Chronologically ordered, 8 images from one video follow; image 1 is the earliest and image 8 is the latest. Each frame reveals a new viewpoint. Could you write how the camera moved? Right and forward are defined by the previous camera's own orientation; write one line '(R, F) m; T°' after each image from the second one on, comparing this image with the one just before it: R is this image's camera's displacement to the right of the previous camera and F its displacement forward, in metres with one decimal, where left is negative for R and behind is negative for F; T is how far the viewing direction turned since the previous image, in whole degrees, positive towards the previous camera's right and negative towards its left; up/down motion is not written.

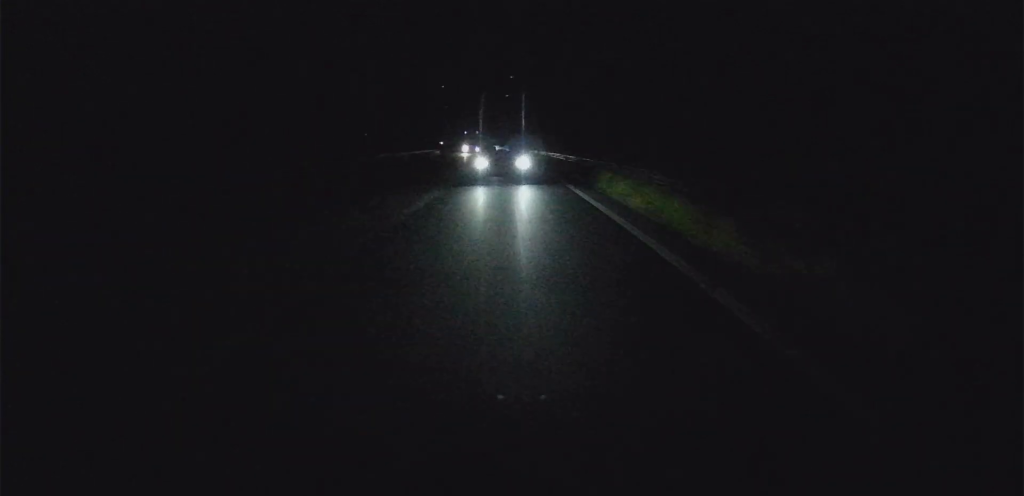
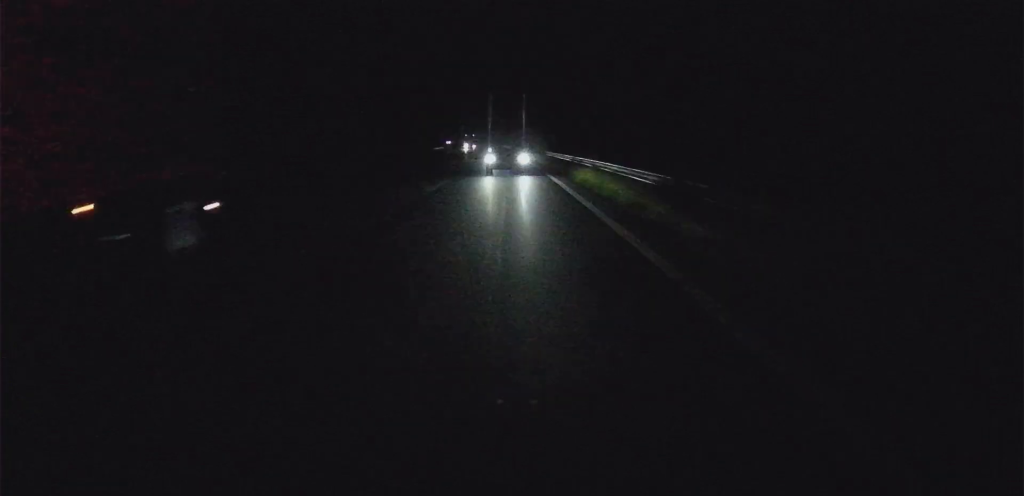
(+17.9, +270.5) m; +7°
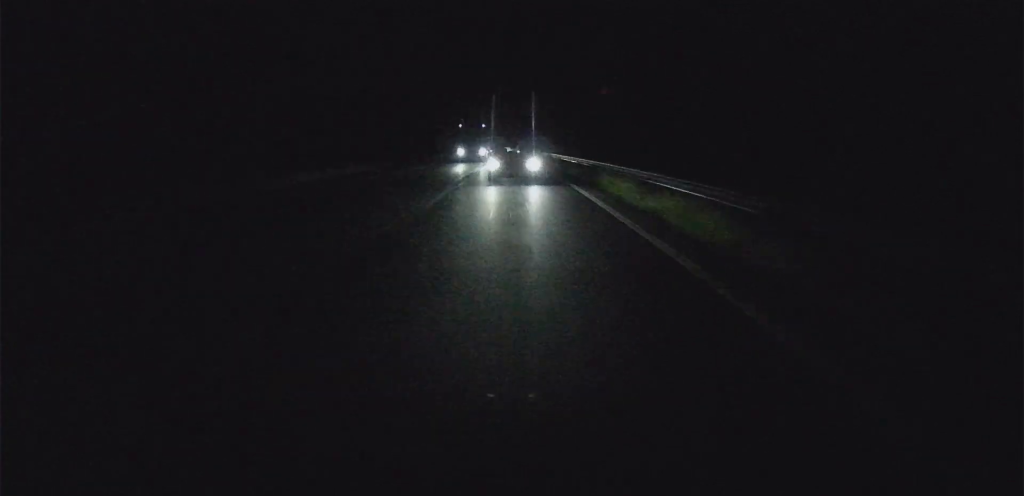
(+10.0, +262.4) m; +3°
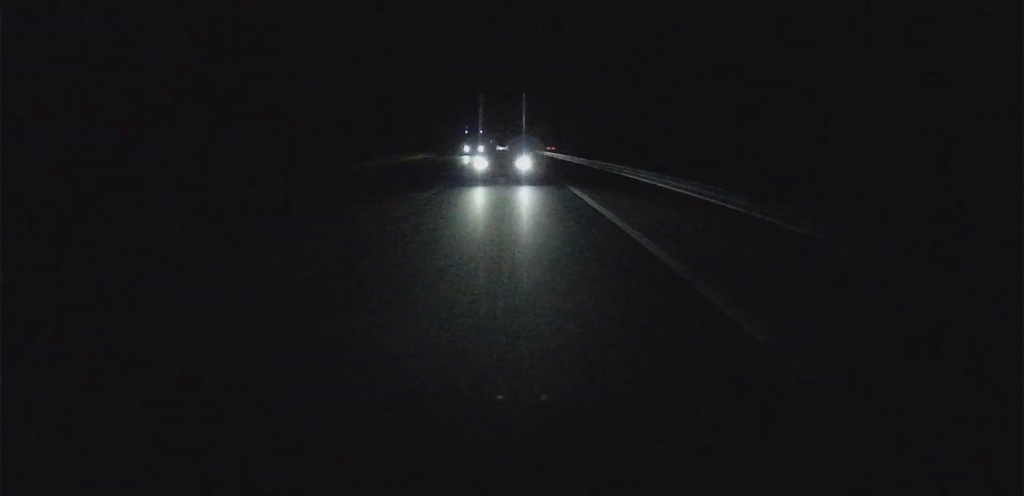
(+1.0, +121.7) m; 0°
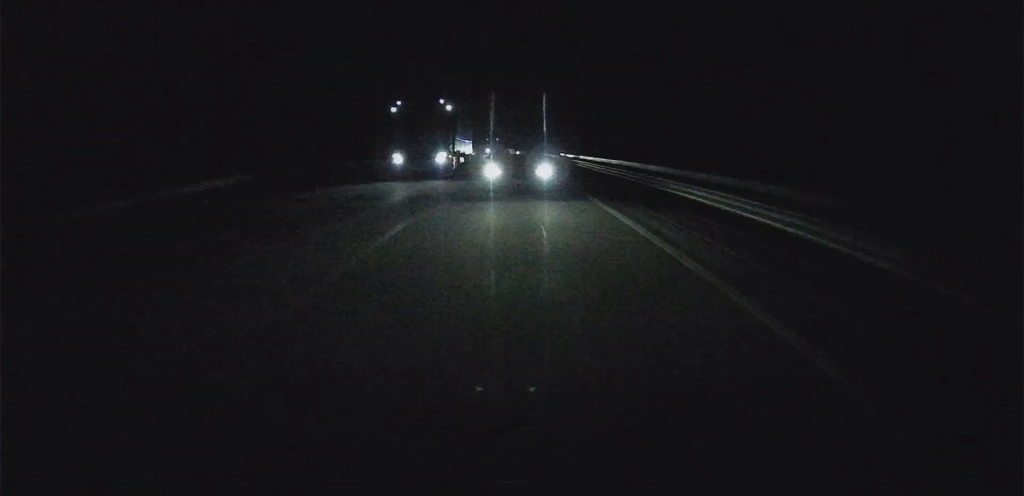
(+0.5, +170.3) m; 0°
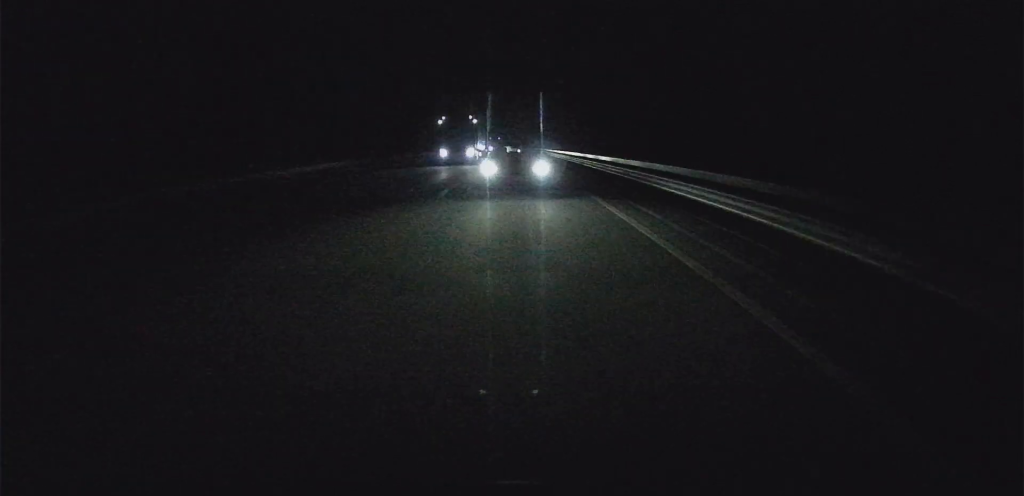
(-0.2, +85.6) m; 0°
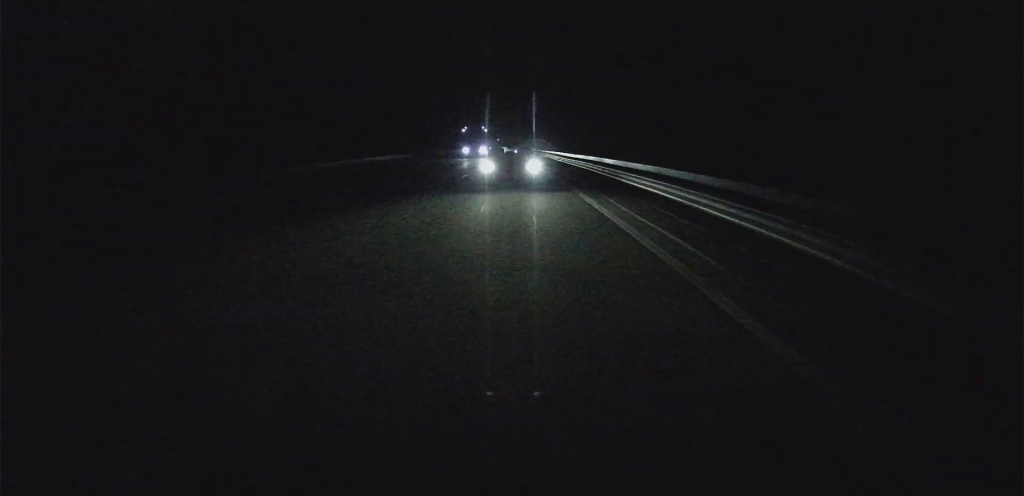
(-0.1, +100.5) m; 0°
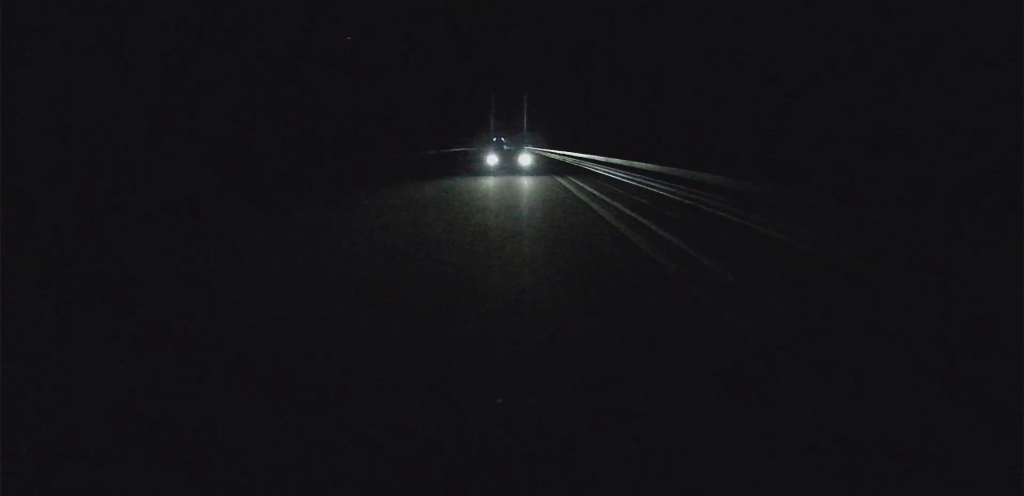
(-0.6, +400.7) m; 0°
